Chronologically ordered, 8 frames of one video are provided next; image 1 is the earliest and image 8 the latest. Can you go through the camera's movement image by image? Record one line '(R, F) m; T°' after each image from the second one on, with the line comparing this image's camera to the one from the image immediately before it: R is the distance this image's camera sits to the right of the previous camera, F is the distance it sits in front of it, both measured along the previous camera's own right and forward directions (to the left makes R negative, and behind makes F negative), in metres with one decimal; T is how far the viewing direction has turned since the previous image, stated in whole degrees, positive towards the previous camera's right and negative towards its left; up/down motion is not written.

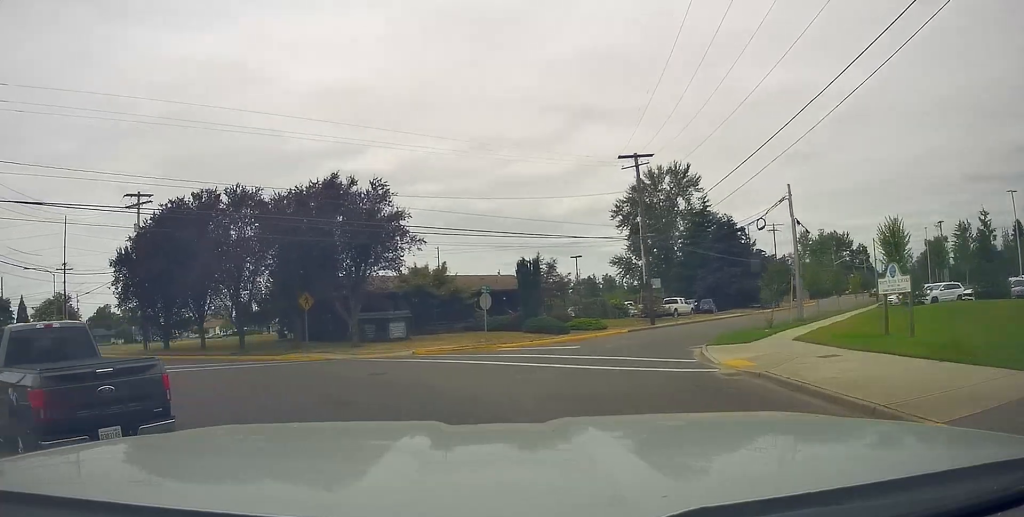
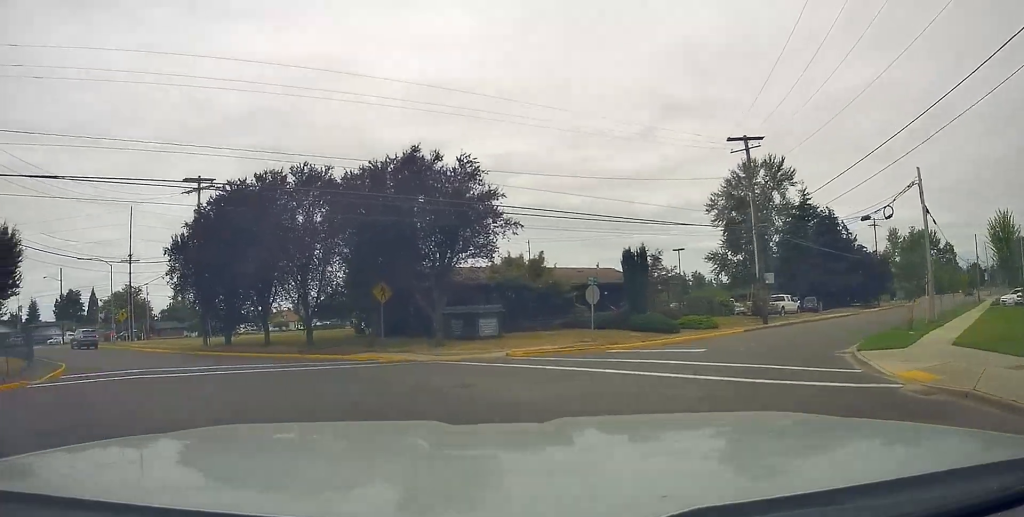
(-0.1, +2.4) m; -6°
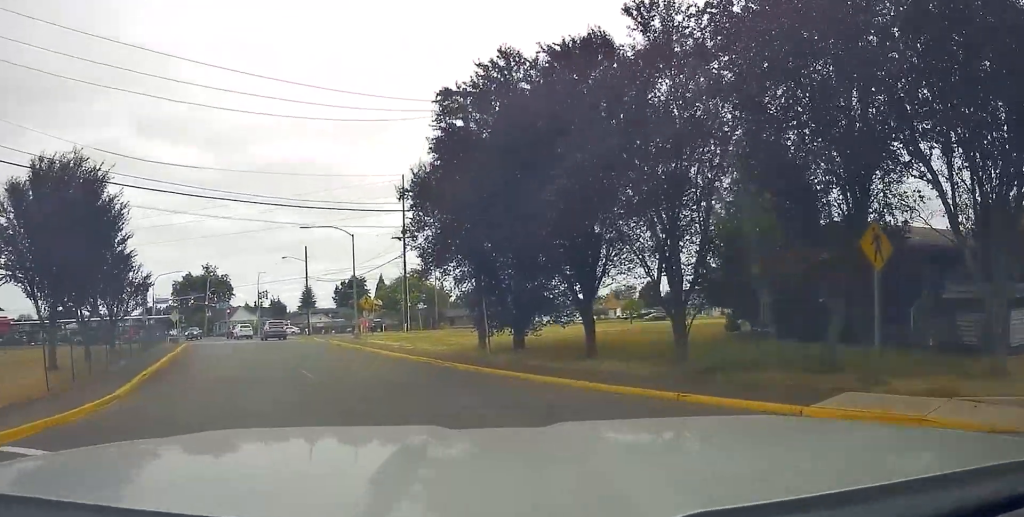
(-3.5, +12.1) m; -30°
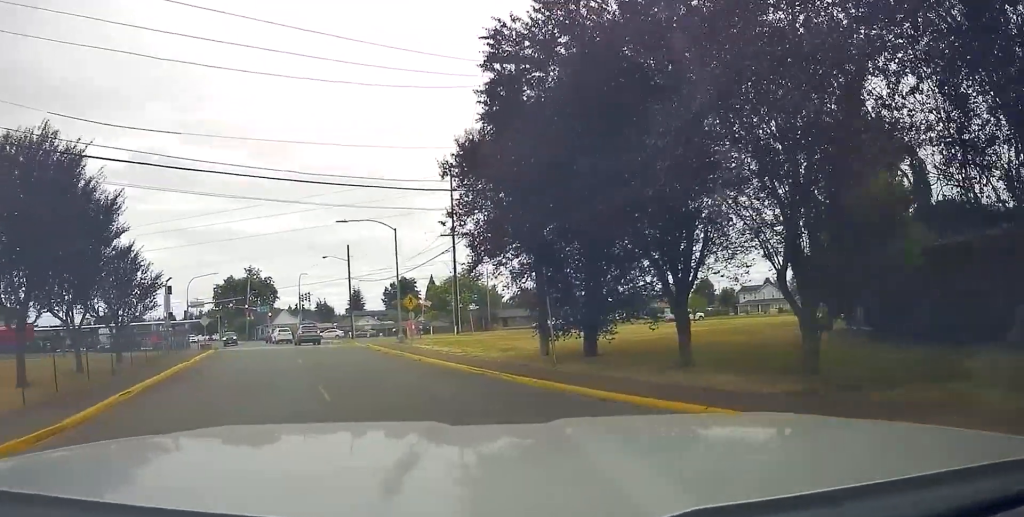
(-0.2, +4.4) m; -5°
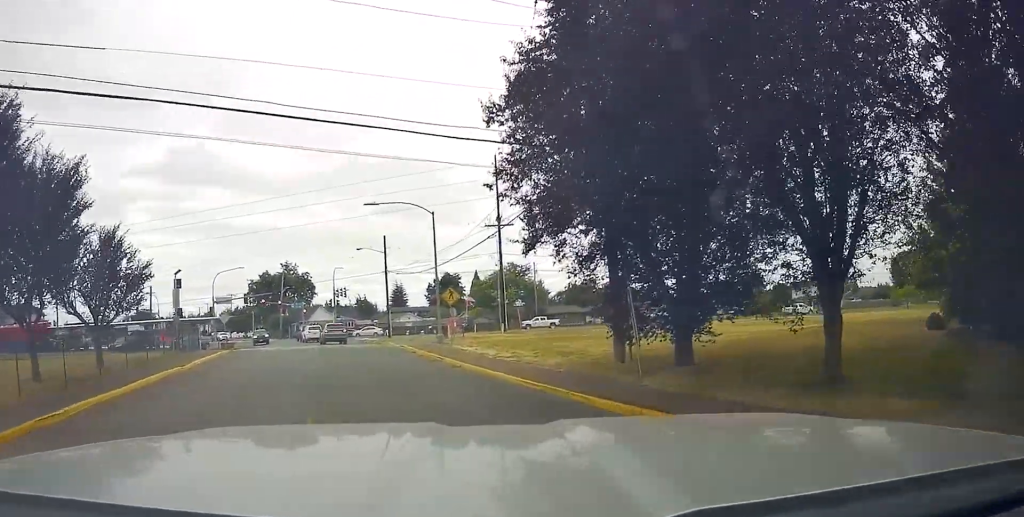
(-0.2, +5.2) m; -6°
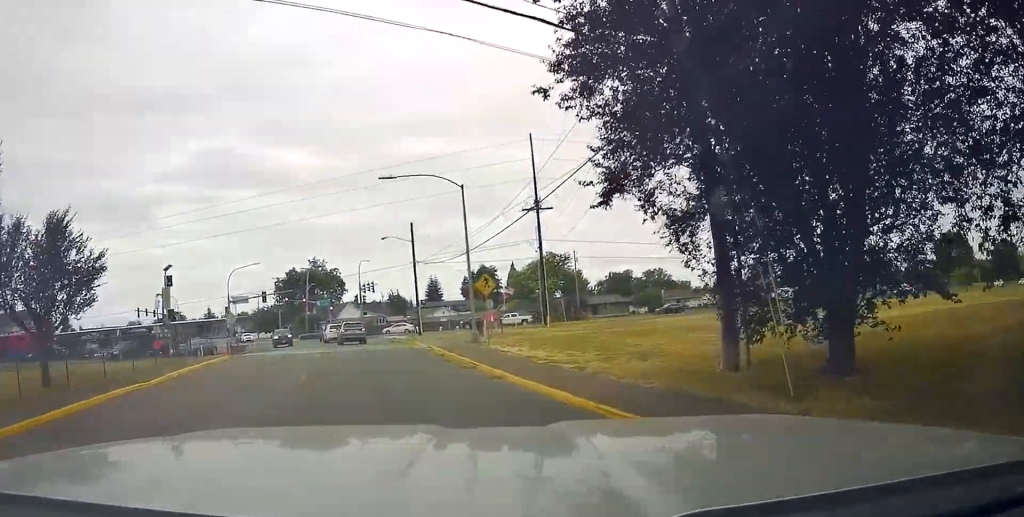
(-0.4, +5.9) m; -6°
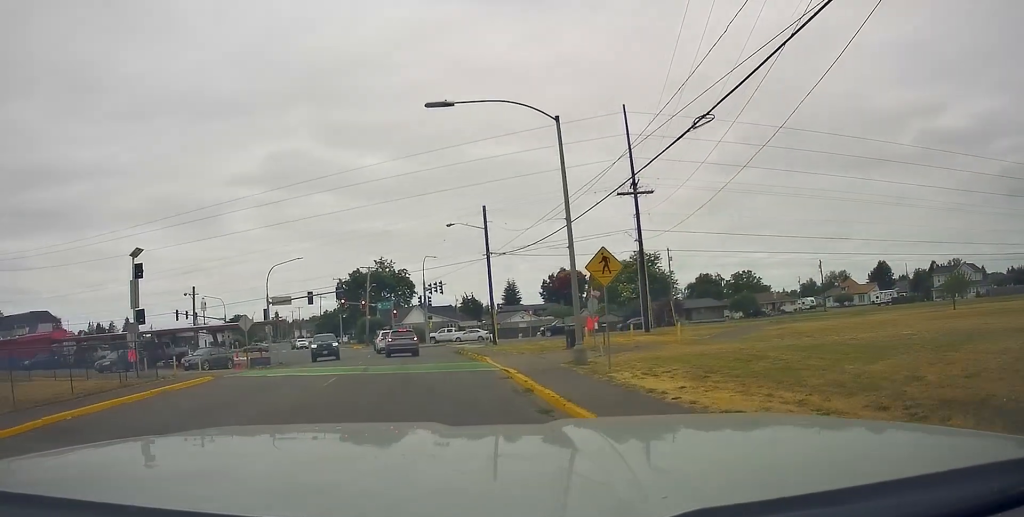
(-0.6, +11.1) m; -5°
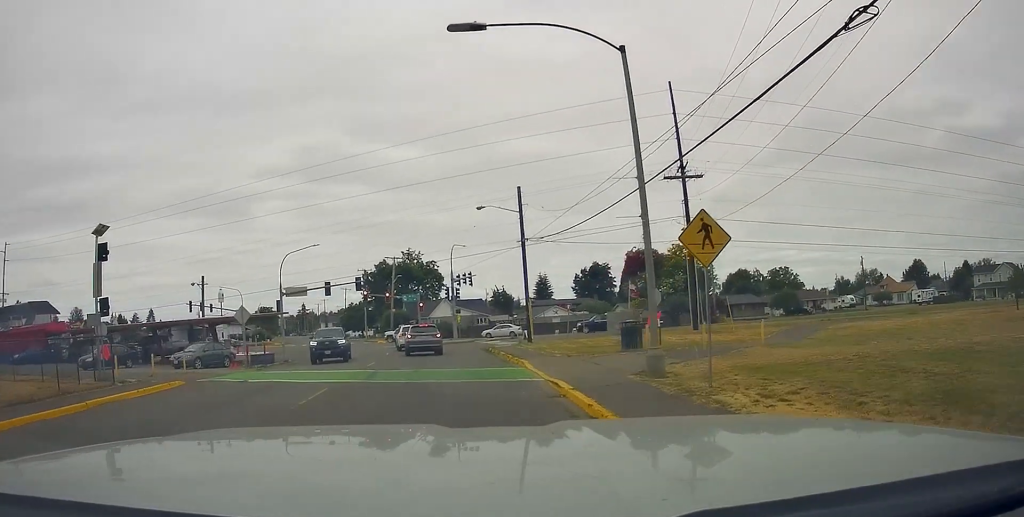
(+0.2, +5.1) m; -5°
